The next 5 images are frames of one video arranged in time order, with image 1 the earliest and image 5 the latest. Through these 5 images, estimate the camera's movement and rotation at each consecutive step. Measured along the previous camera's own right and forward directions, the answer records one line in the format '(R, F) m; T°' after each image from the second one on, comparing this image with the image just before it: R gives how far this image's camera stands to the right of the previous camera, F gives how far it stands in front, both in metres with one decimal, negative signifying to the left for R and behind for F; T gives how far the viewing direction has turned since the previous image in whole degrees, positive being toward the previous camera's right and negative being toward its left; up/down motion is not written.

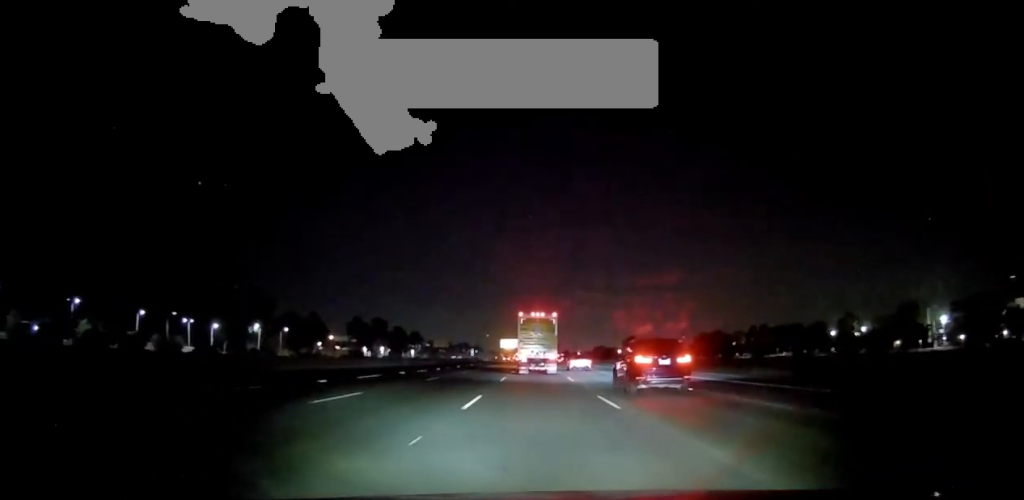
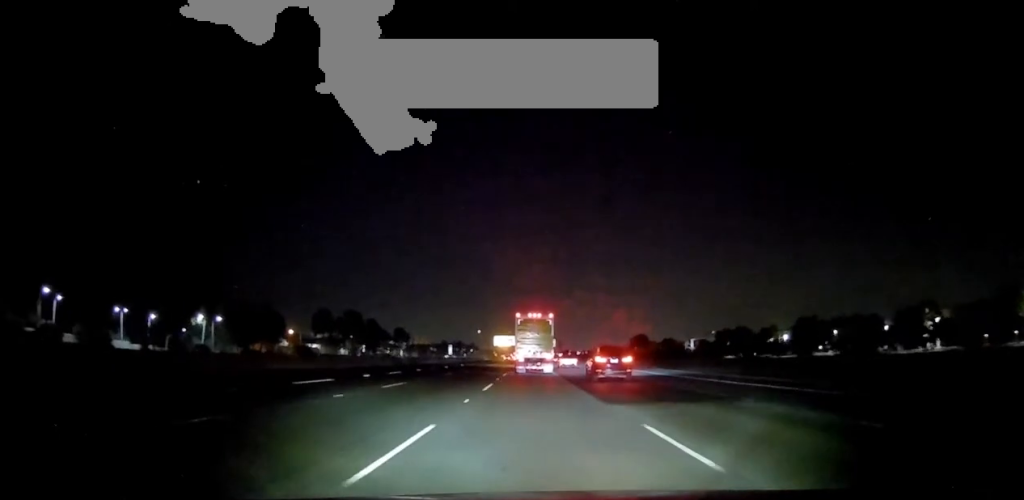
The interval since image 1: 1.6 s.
(+0.8, +37.7) m; +1°
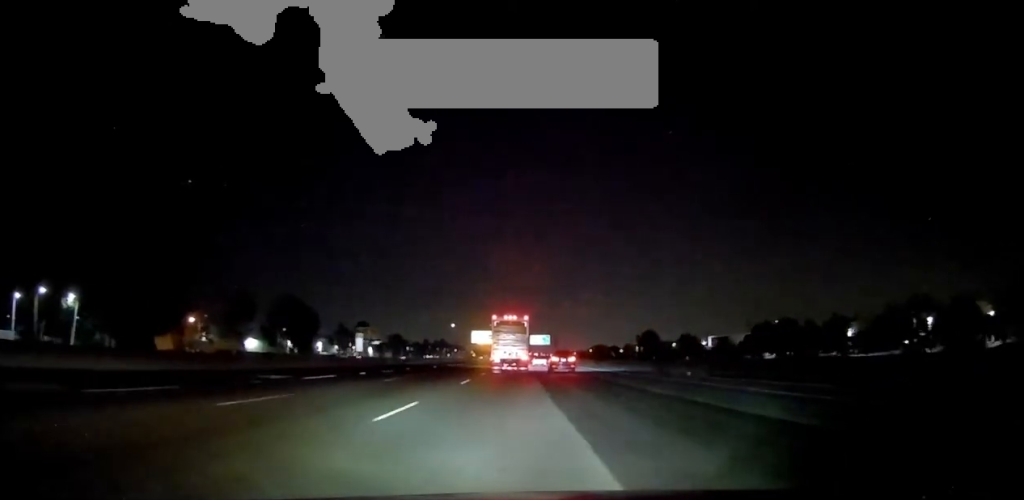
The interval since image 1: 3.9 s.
(-1.5, +53.8) m; 0°
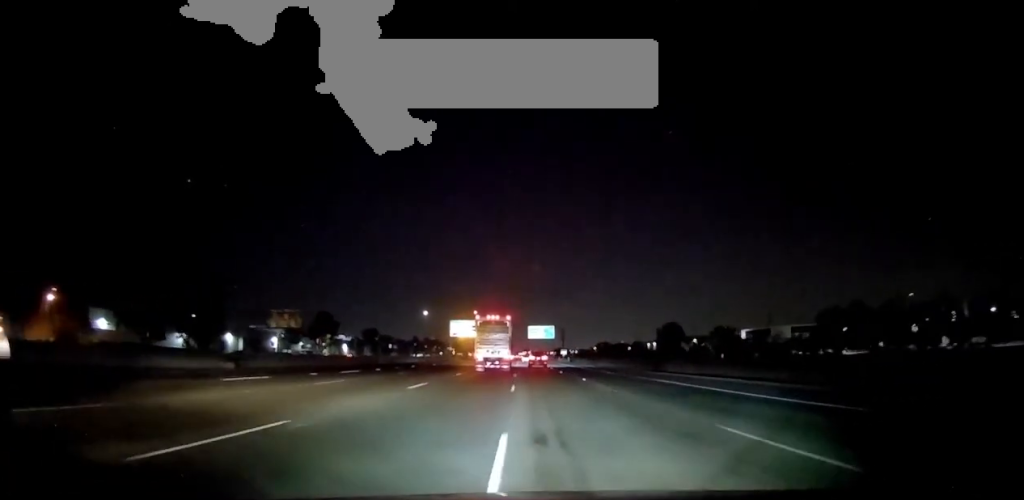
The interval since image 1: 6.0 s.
(+0.5, +49.3) m; 0°
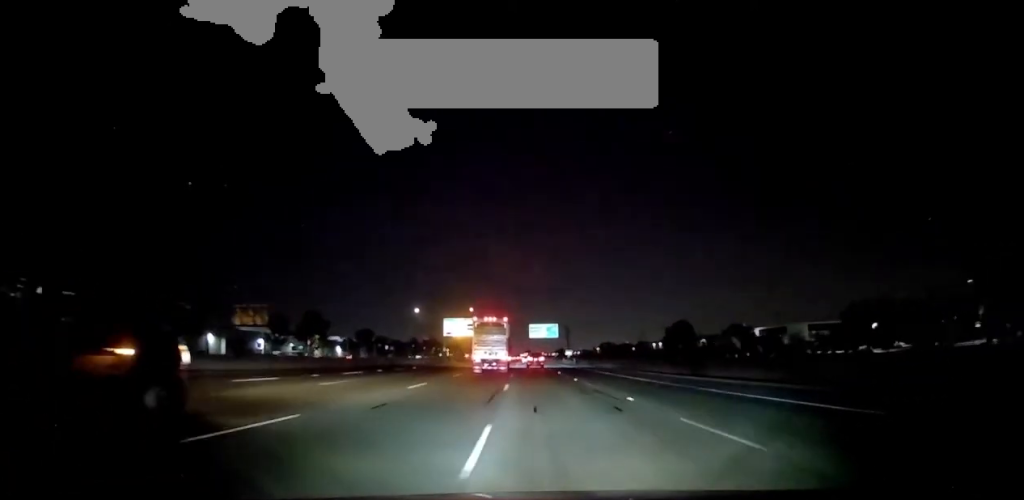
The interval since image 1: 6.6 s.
(+0.3, +13.4) m; 0°
